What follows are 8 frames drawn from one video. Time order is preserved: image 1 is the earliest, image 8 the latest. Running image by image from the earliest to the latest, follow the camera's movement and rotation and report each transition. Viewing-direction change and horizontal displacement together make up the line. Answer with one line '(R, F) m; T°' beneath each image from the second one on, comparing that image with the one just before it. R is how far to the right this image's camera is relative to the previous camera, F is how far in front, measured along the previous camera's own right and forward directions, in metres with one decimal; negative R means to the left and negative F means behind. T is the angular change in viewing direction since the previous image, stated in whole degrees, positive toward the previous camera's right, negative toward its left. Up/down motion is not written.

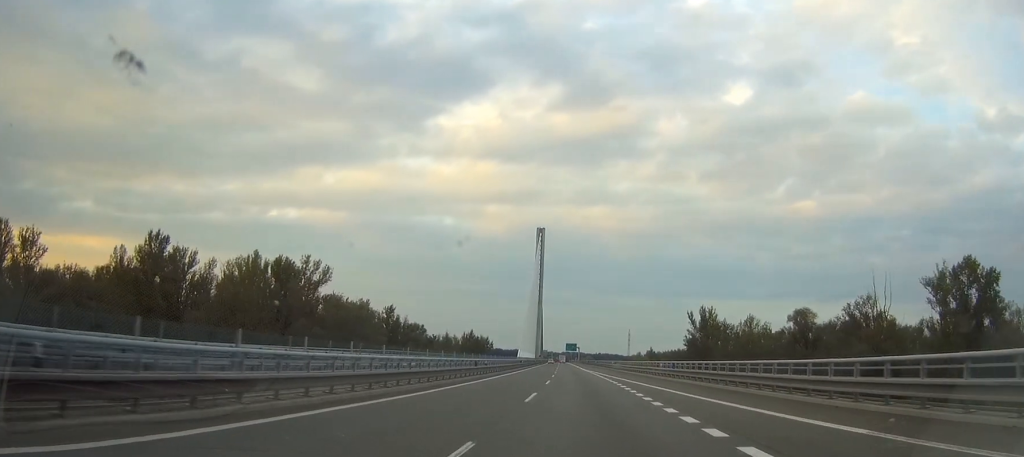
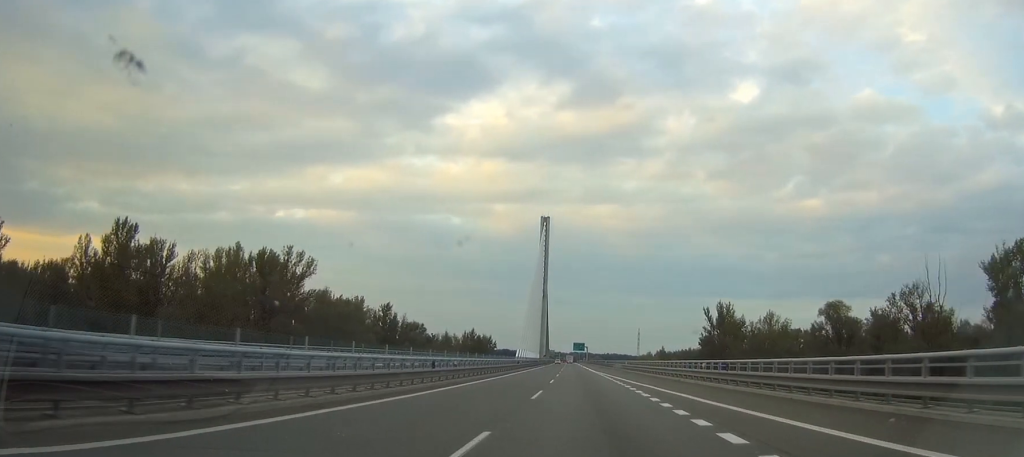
(+0.3, +16.3) m; -2°
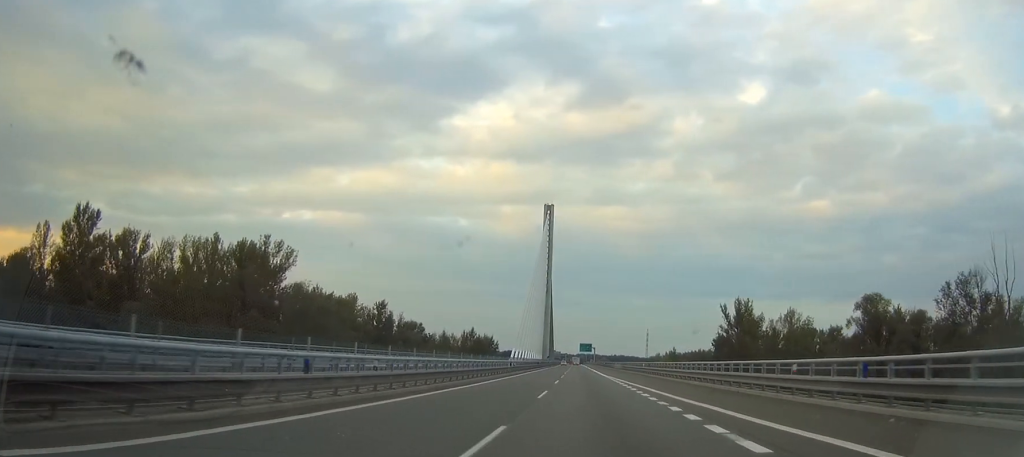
(0.0, +16.2) m; -2°
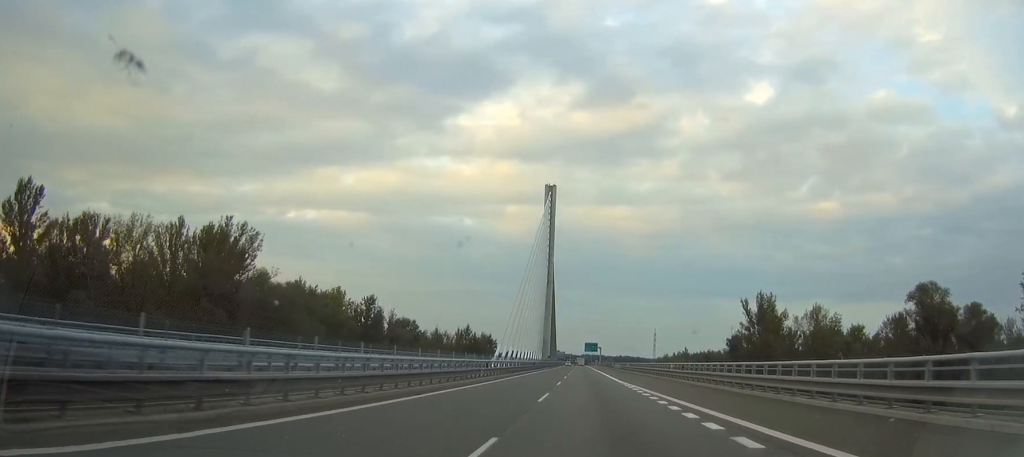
(-1.1, +20.0) m; -2°
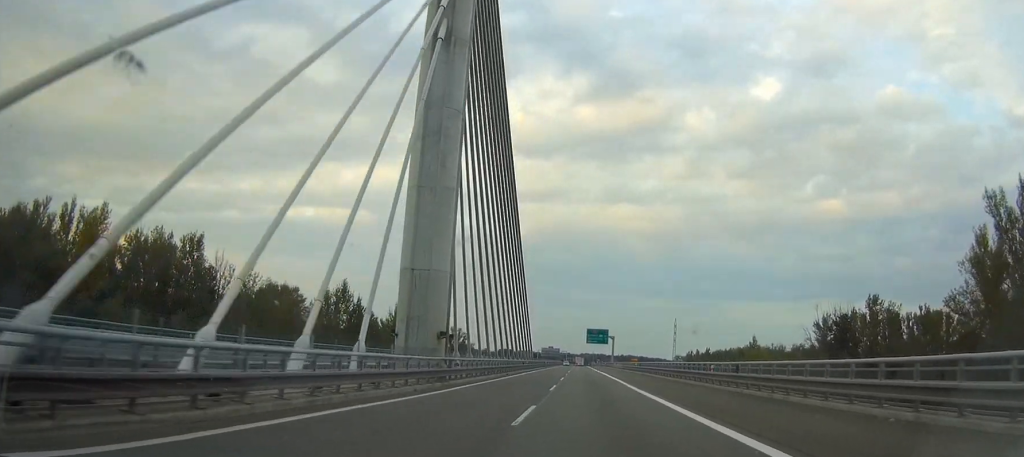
(-3.6, +115.1) m; -2°
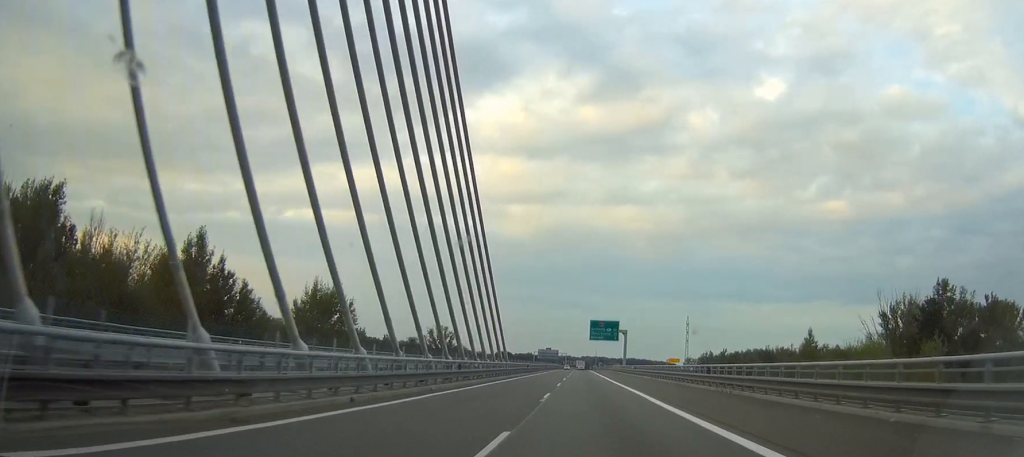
(0.0, +42.0) m; 0°
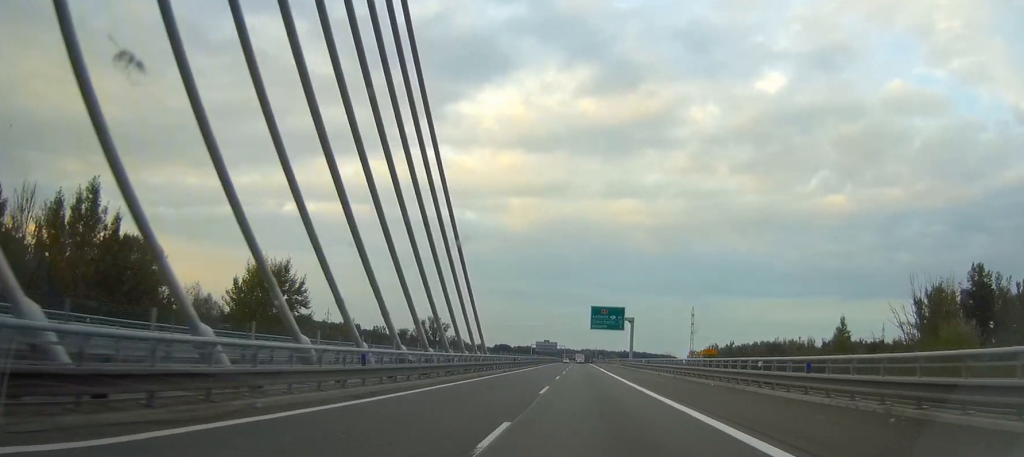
(-0.1, +16.5) m; 0°
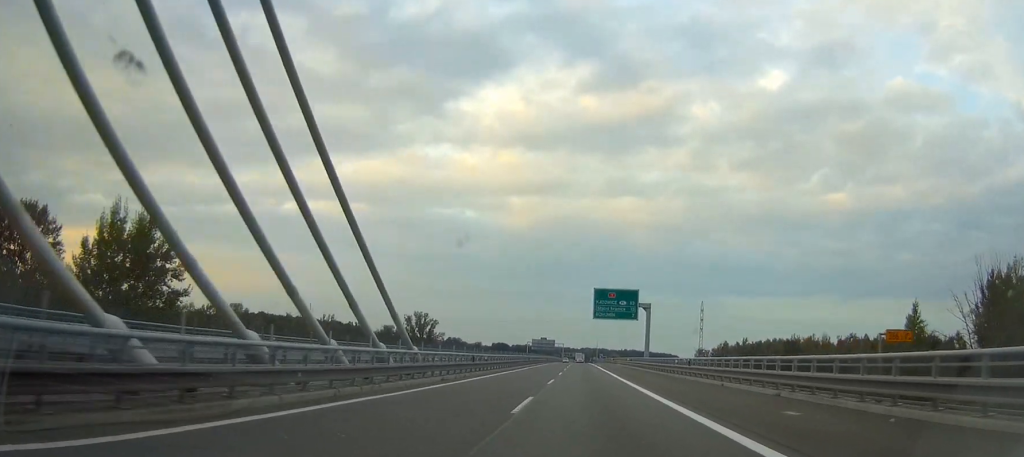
(-0.1, +26.0) m; 0°
